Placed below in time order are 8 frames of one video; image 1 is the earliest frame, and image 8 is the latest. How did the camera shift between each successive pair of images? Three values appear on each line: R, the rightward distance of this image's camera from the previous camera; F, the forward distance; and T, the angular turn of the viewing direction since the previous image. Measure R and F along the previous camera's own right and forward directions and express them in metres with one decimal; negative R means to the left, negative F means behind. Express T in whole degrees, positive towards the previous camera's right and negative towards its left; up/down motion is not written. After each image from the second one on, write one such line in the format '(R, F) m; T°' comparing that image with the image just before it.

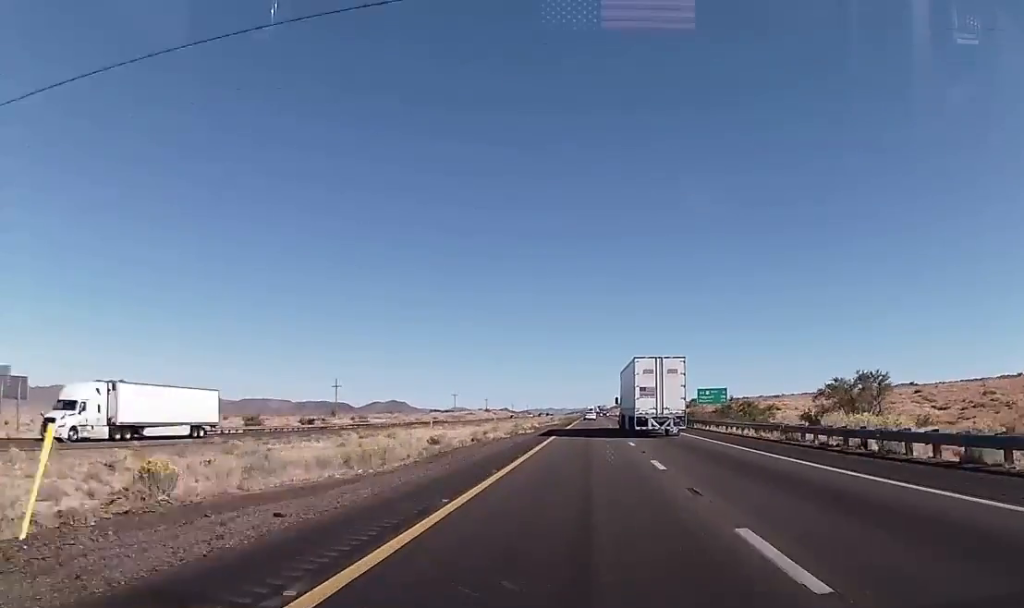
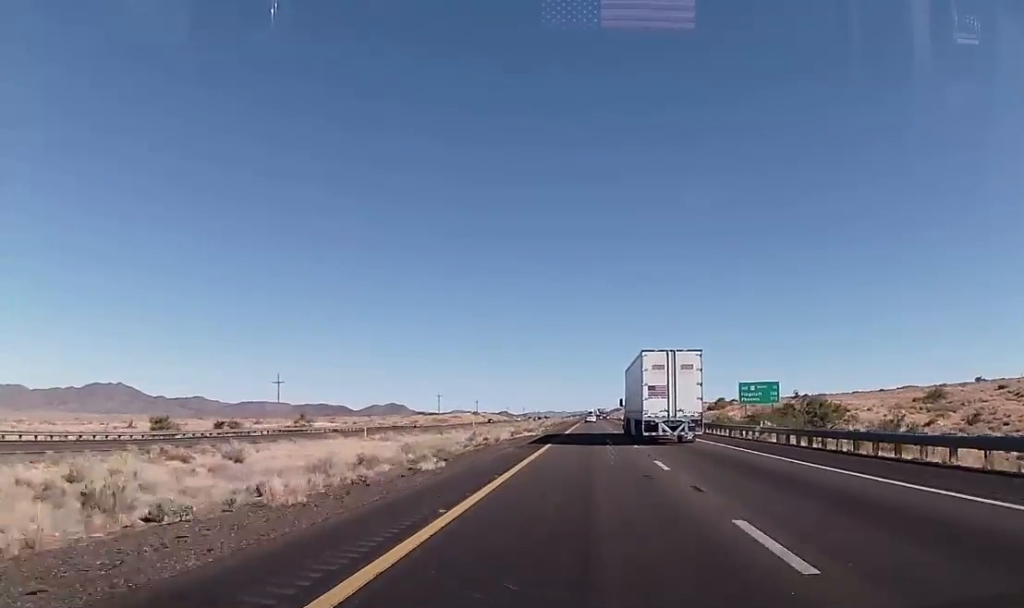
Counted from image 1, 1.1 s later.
(0.0, +37.0) m; 0°
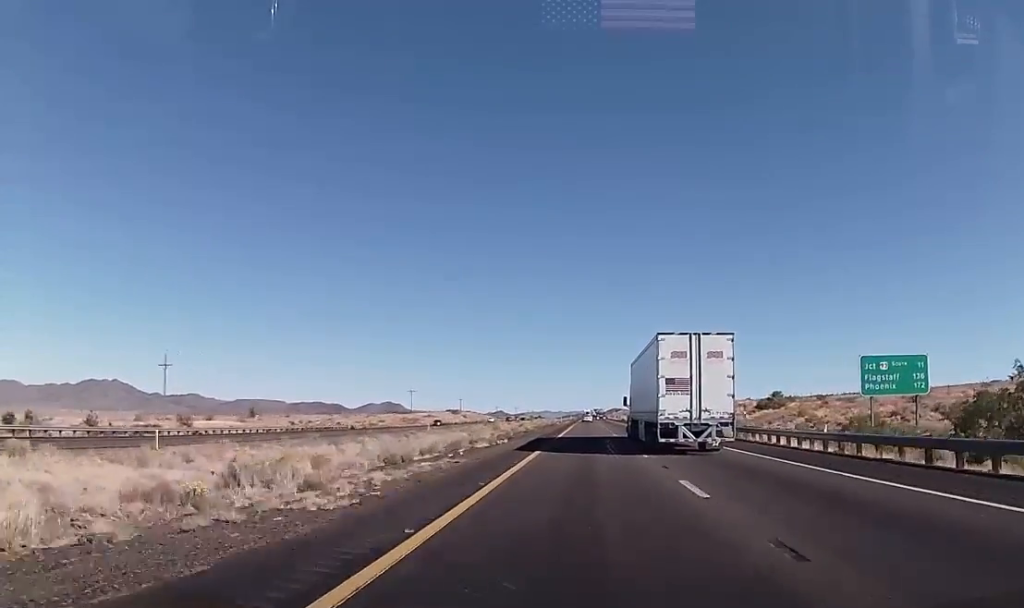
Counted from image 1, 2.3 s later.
(0.0, +44.0) m; 0°
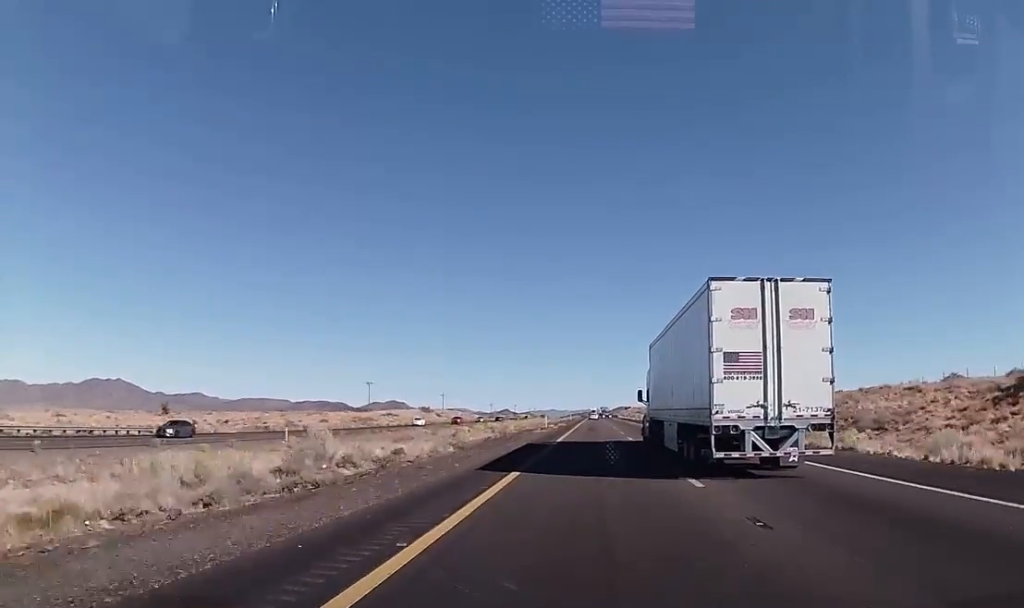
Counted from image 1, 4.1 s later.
(0.0, +60.8) m; -1°
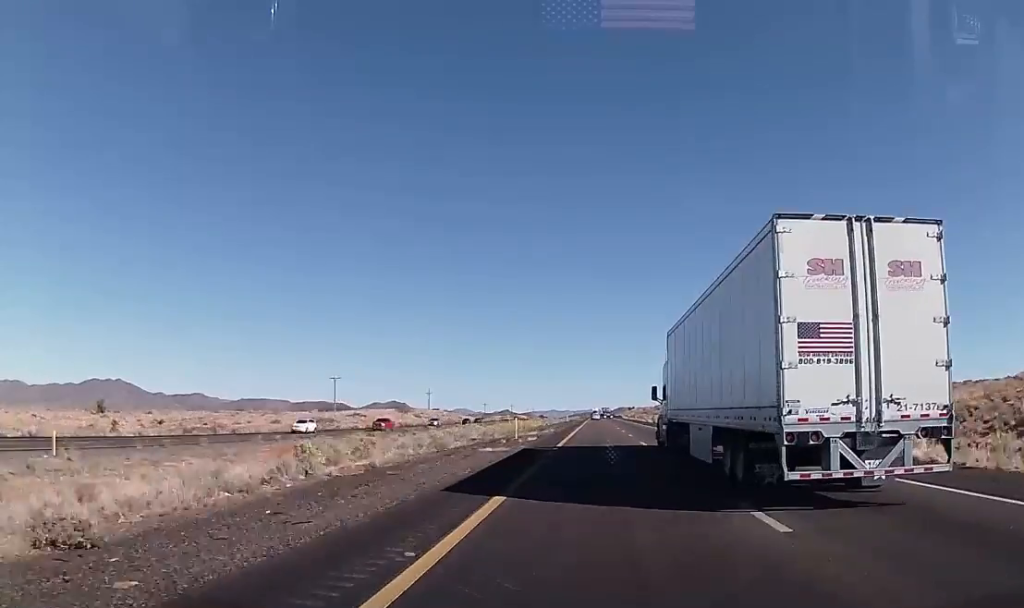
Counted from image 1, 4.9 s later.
(-0.2, +30.7) m; 0°
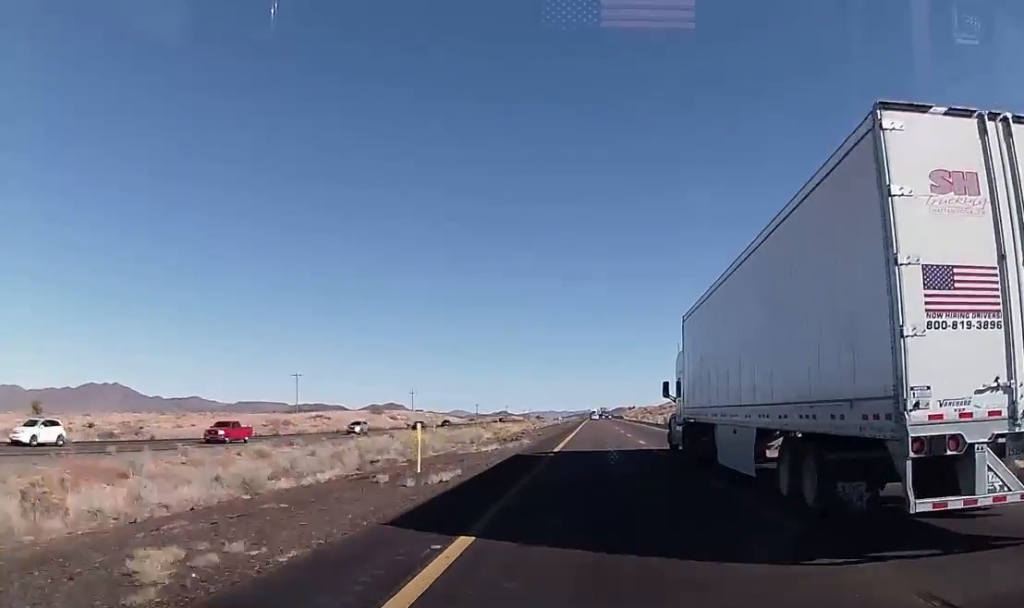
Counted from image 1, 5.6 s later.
(-0.3, +23.7) m; 0°
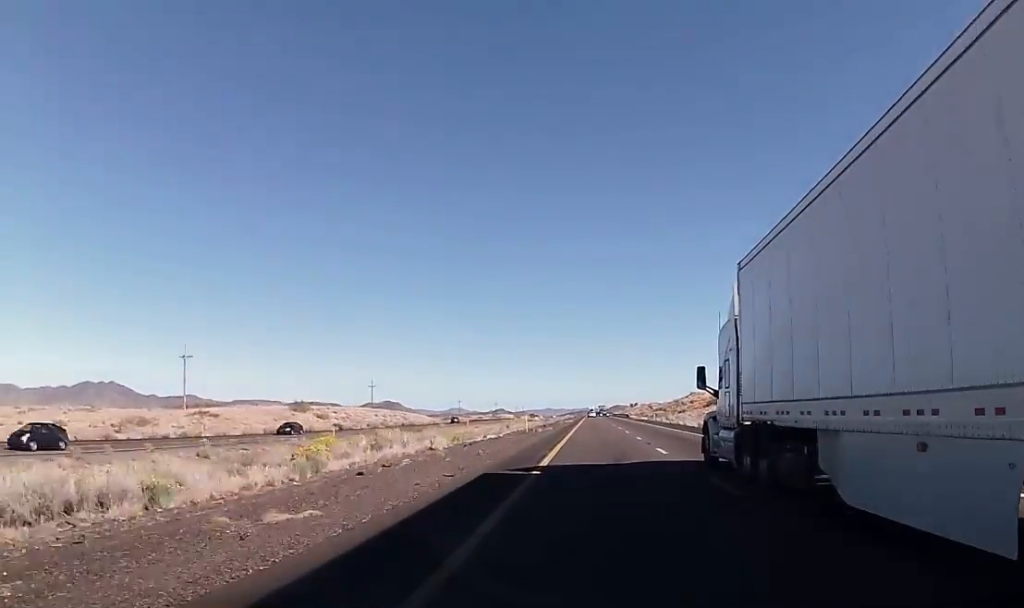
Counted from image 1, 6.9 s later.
(+0.7, +47.4) m; +1°
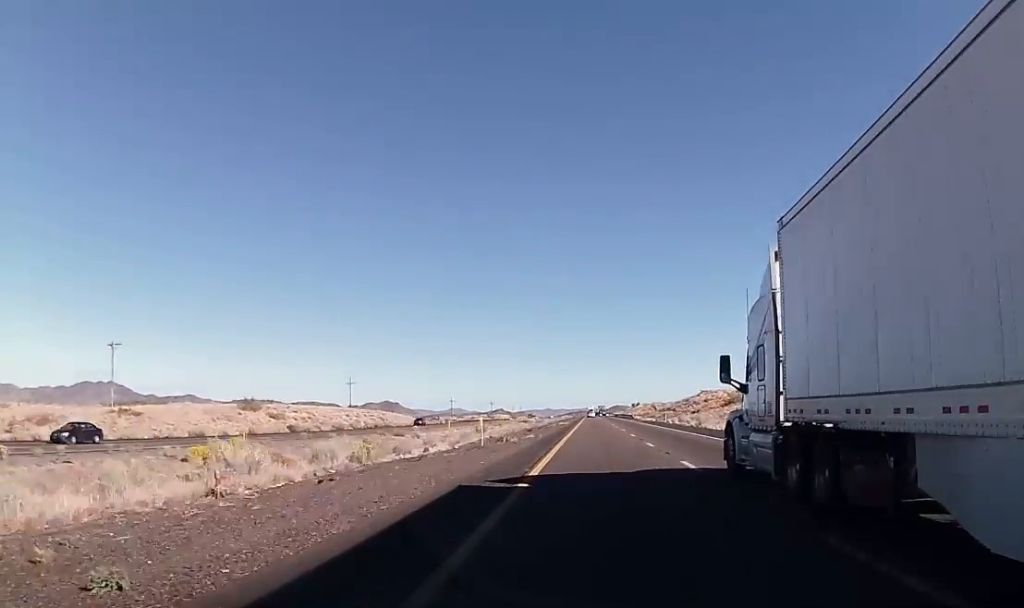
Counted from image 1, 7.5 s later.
(0.0, +20.2) m; 0°
